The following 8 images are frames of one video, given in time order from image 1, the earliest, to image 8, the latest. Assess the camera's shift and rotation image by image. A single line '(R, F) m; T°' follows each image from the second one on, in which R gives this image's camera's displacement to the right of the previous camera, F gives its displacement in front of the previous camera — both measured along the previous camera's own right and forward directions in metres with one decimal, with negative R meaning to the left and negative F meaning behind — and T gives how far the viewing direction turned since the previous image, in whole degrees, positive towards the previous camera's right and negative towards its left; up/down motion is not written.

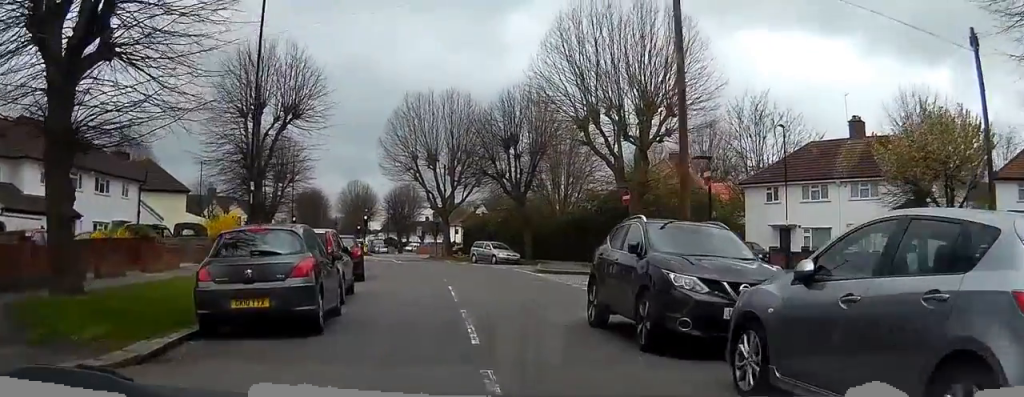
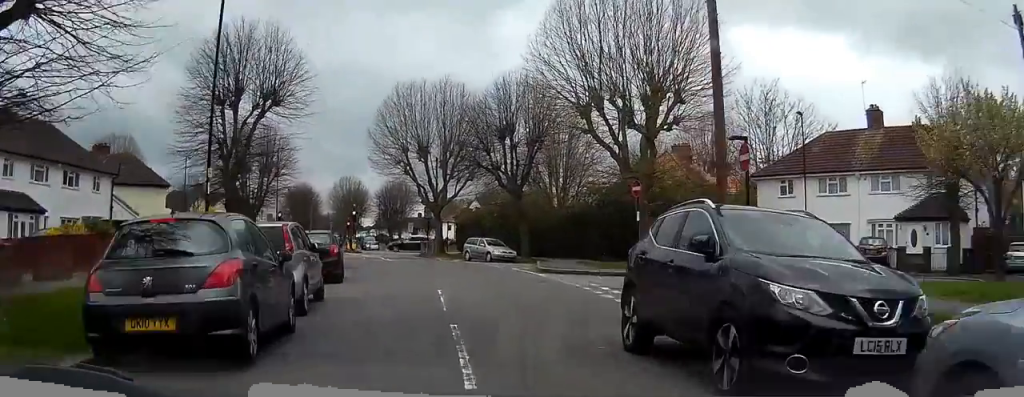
(+0.2, +3.1) m; +4°
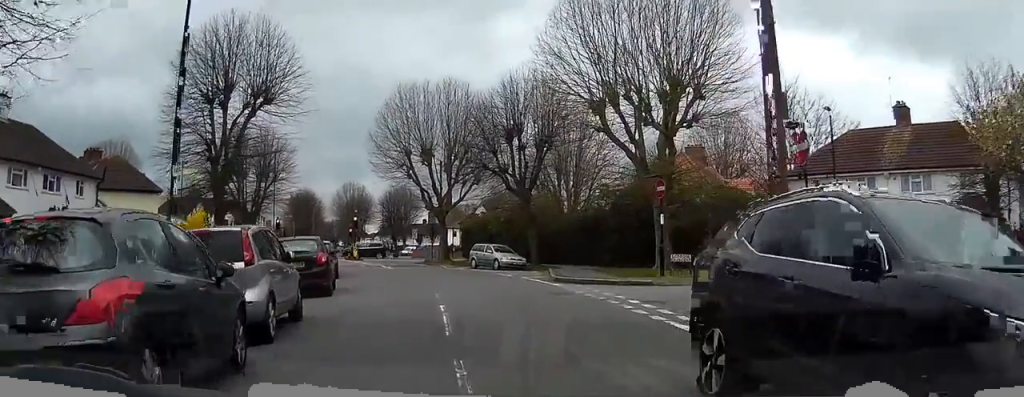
(+0.1, +2.7) m; +2°
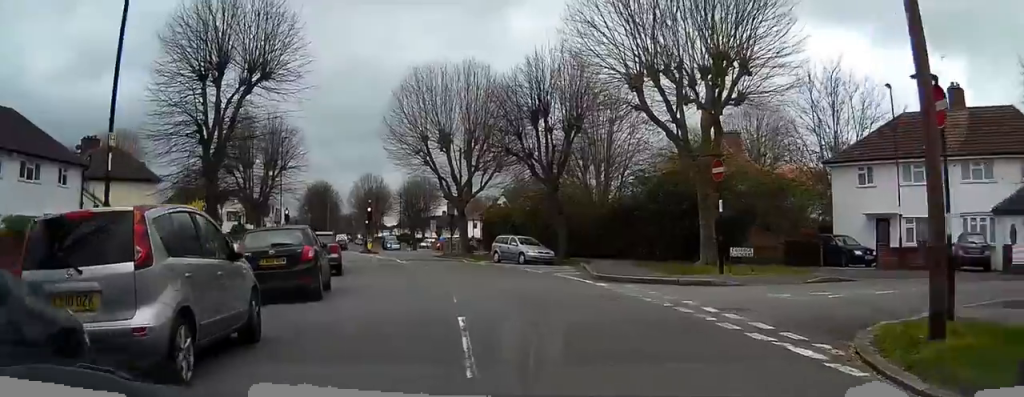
(+0.1, +3.9) m; +1°
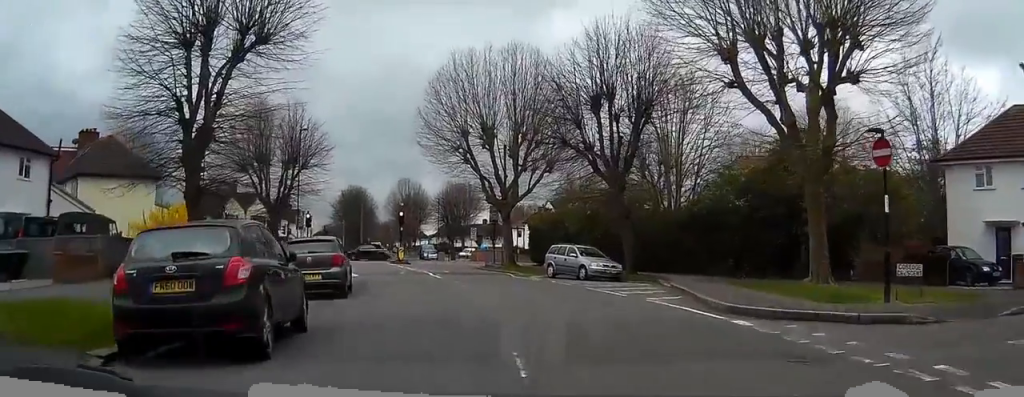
(-0.2, +6.9) m; -6°
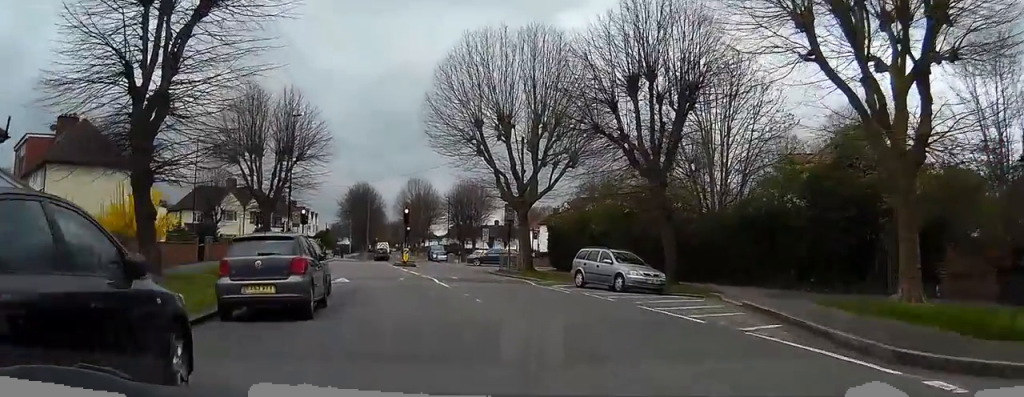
(-0.3, +5.1) m; -3°
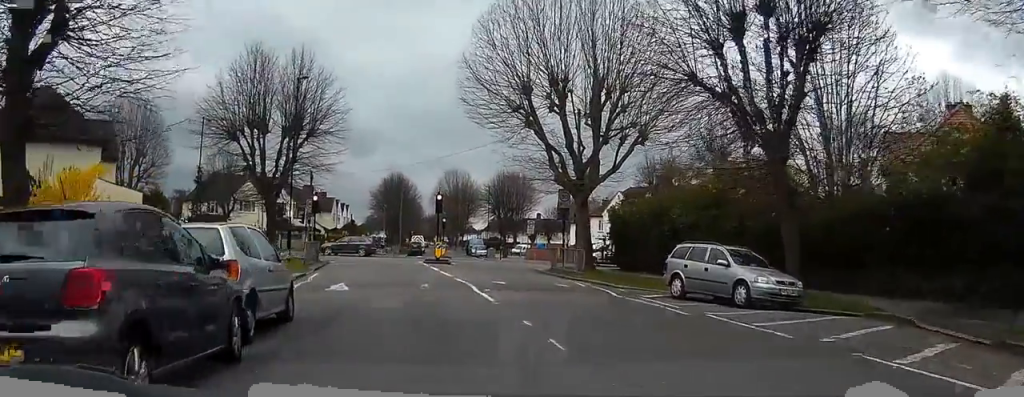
(+0.1, +8.1) m; 0°
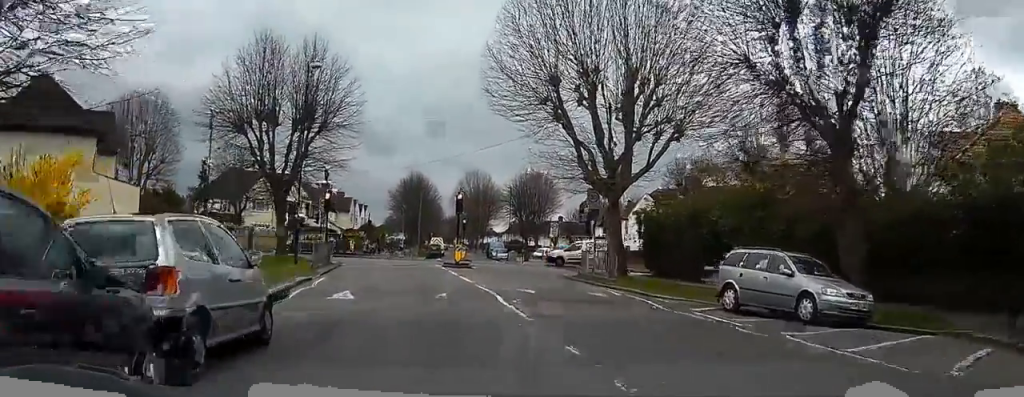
(+0.1, +2.4) m; -1°
